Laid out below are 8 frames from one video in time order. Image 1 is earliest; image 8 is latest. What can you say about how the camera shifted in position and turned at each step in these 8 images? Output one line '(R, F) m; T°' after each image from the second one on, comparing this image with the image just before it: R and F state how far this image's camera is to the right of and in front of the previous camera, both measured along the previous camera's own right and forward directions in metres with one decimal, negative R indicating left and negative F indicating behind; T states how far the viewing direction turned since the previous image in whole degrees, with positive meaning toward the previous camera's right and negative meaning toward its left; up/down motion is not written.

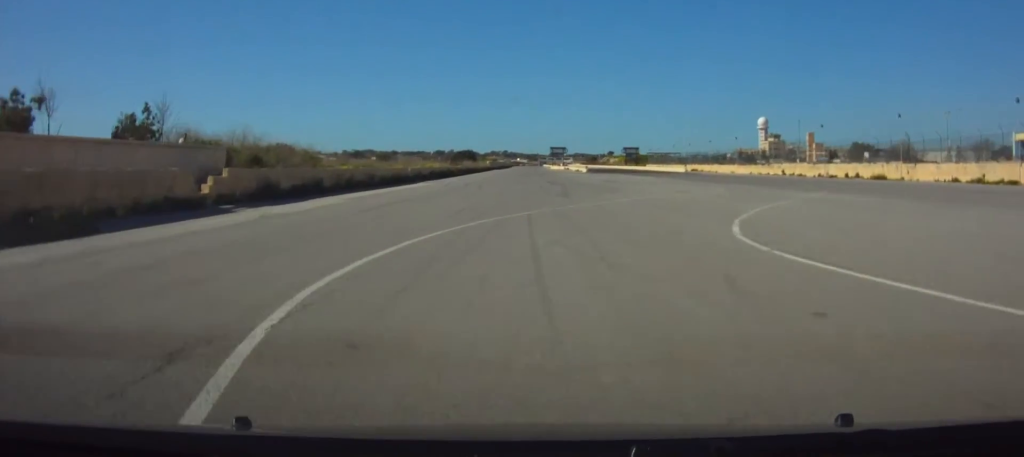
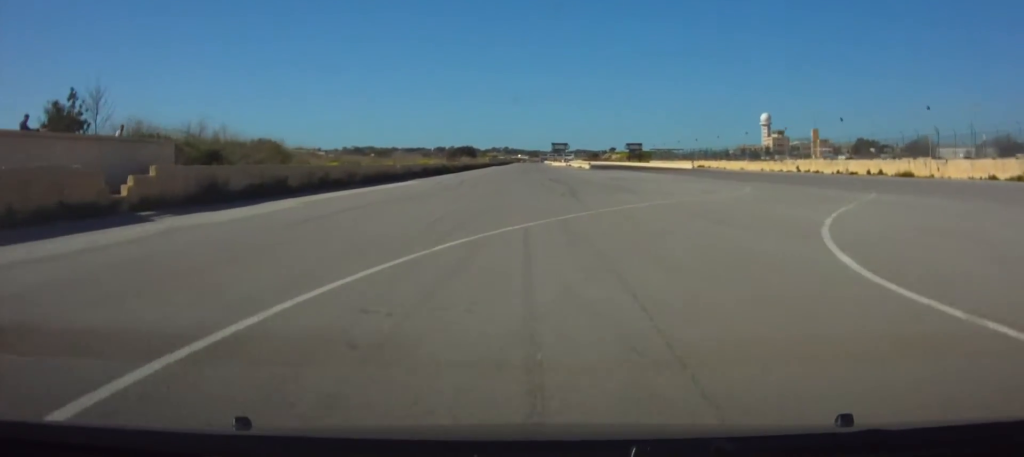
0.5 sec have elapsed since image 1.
(0.0, +6.7) m; 0°
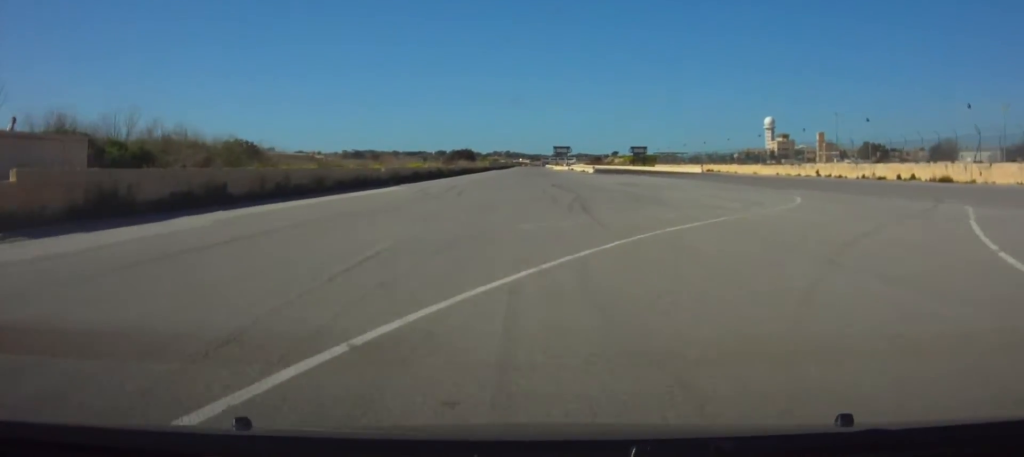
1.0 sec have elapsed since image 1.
(+0.1, +8.2) m; 0°
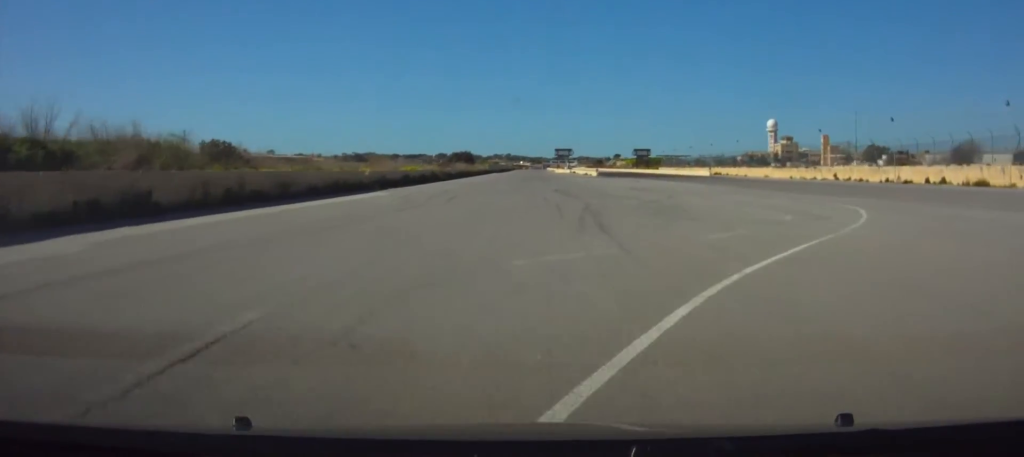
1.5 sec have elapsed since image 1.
(0.0, +6.8) m; 0°
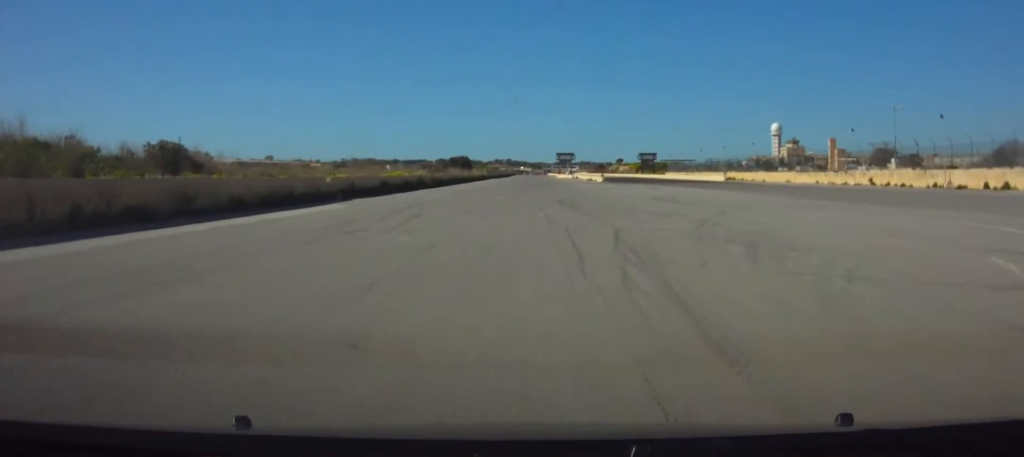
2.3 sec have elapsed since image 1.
(0.0, +11.7) m; -1°
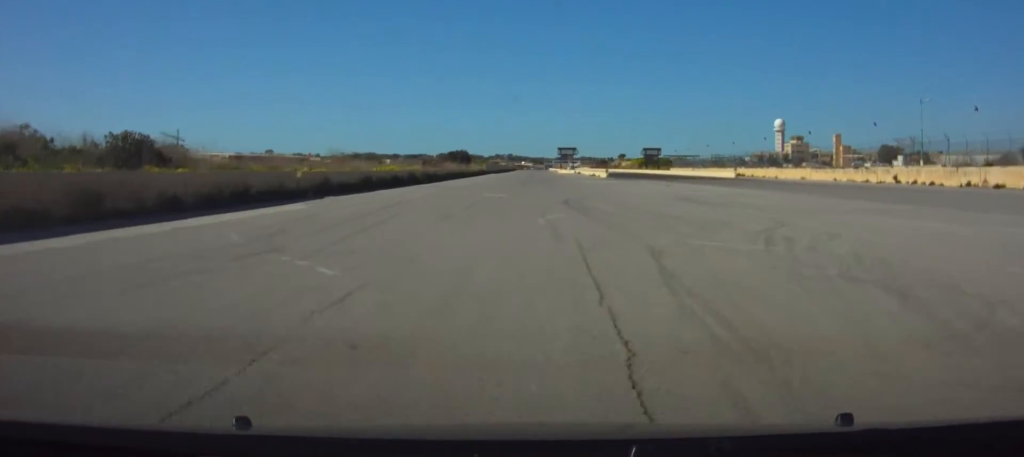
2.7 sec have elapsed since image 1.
(-0.1, +6.5) m; 0°
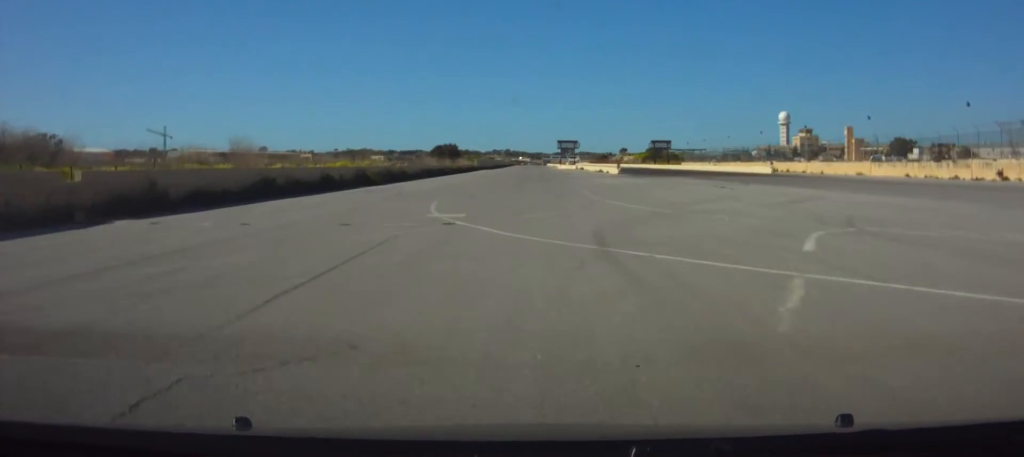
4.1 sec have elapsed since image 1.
(+0.1, +20.8) m; 0°
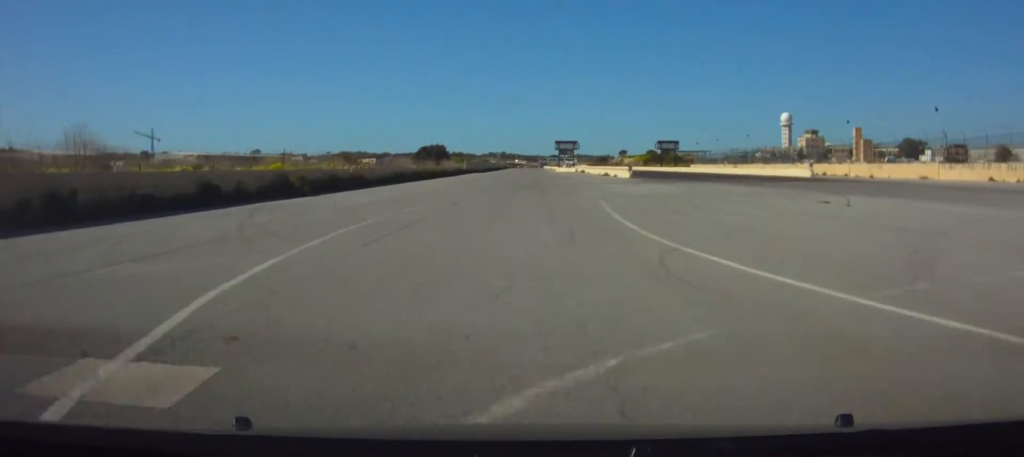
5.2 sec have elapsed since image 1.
(0.0, +17.0) m; +1°
